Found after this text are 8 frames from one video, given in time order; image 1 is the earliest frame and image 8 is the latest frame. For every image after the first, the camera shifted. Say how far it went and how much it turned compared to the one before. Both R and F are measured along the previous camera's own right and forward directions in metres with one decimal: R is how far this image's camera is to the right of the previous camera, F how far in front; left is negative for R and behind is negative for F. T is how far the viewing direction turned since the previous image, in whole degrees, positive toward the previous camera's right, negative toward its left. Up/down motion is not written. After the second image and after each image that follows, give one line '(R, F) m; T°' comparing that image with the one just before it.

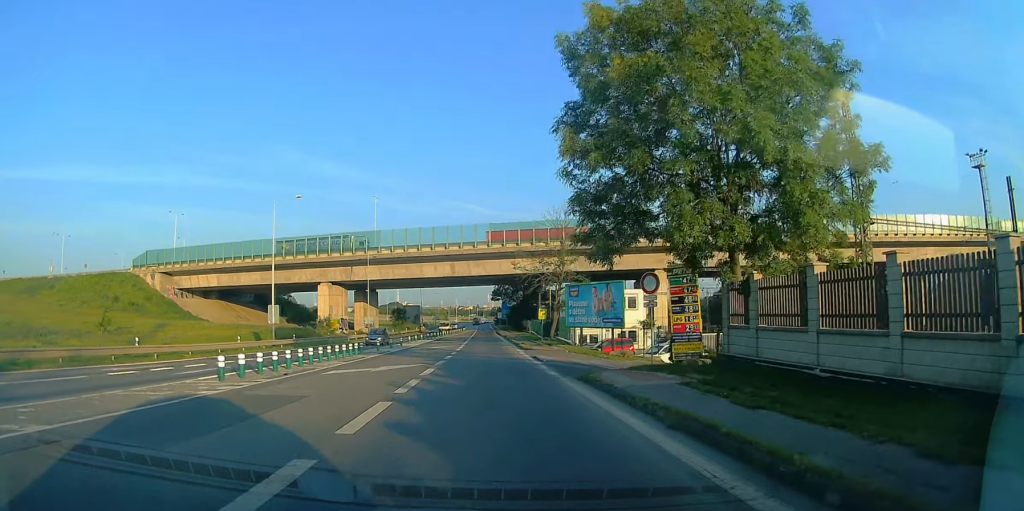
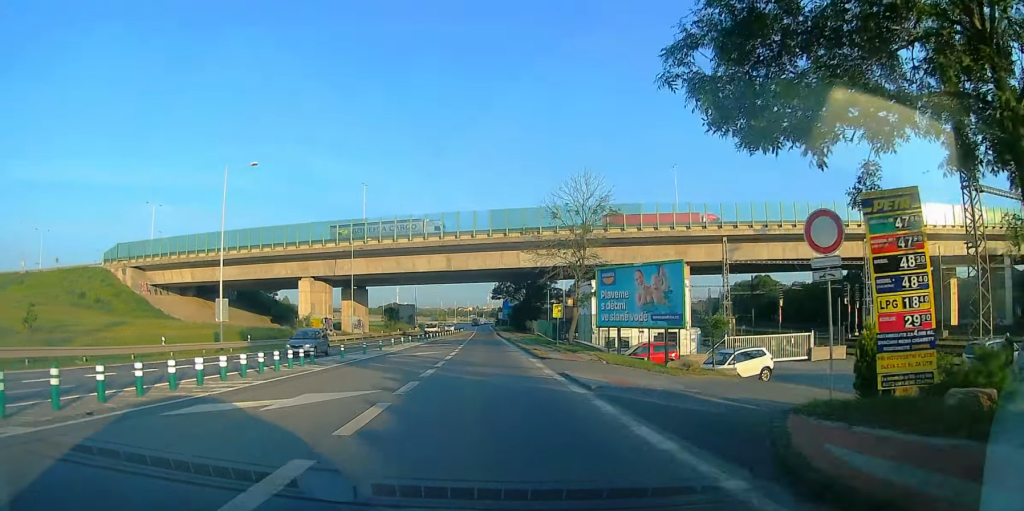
(-0.2, +10.2) m; -2°
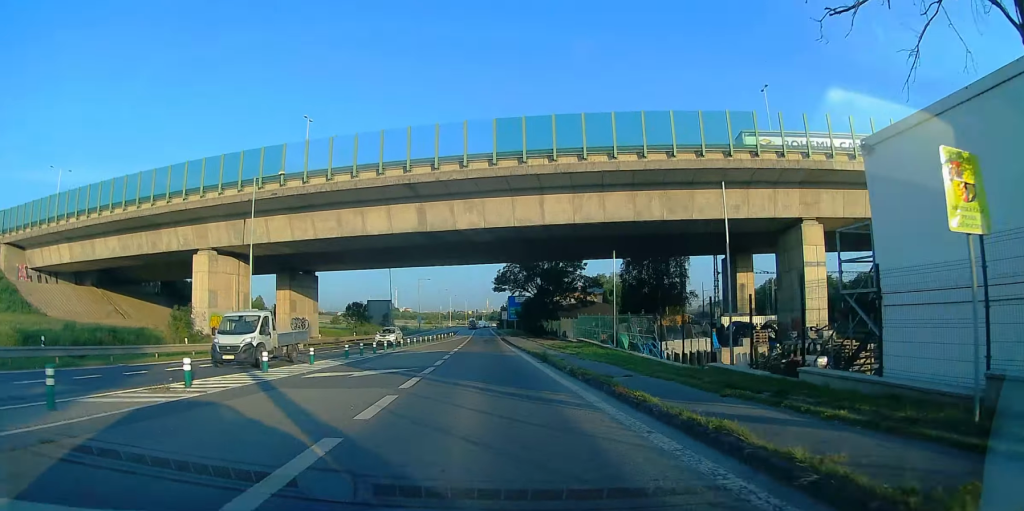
(-1.1, +33.2) m; +2°
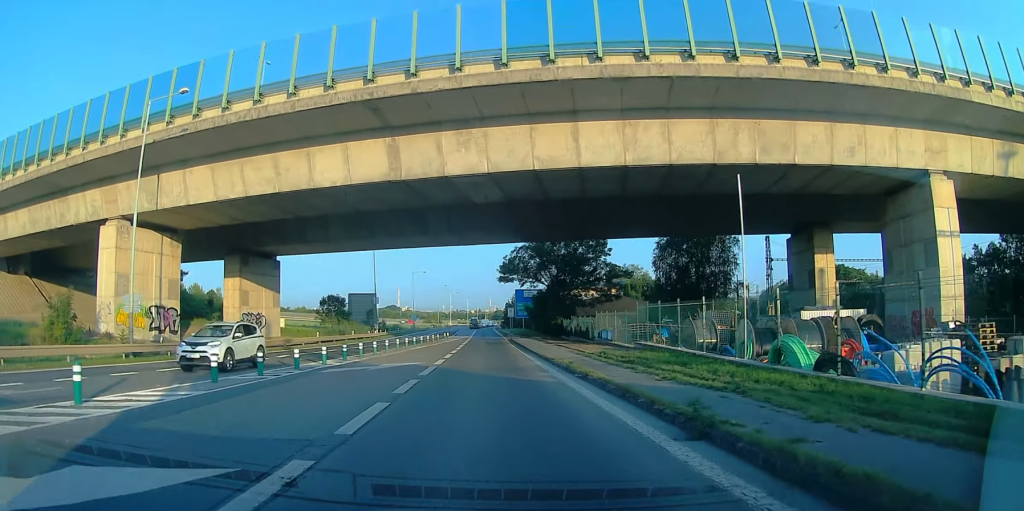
(+0.5, +15.9) m; +2°
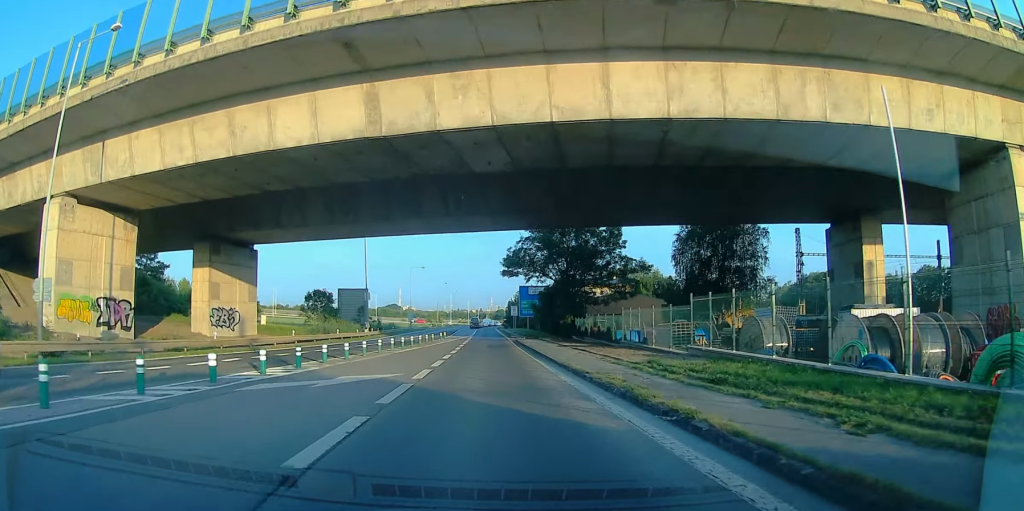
(0.0, +7.0) m; 0°
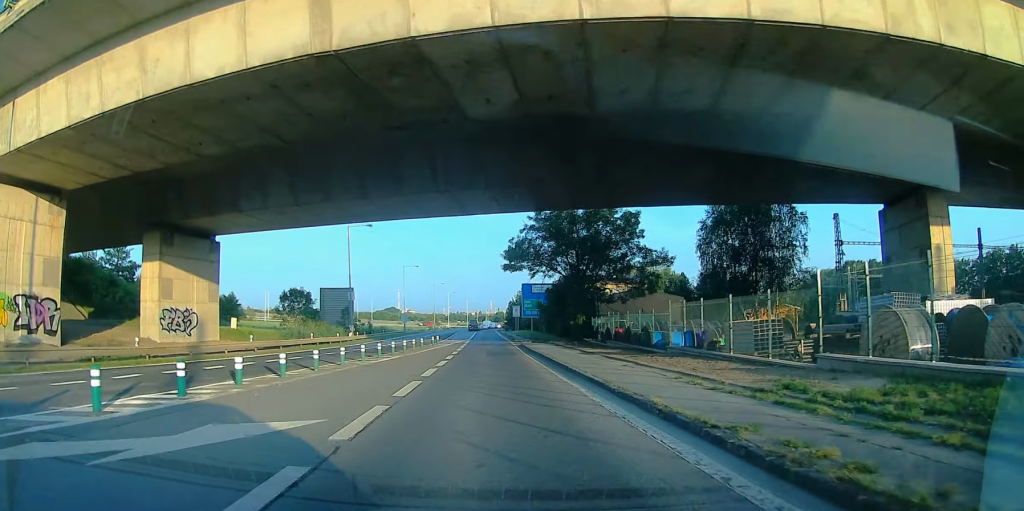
(0.0, +8.1) m; -1°
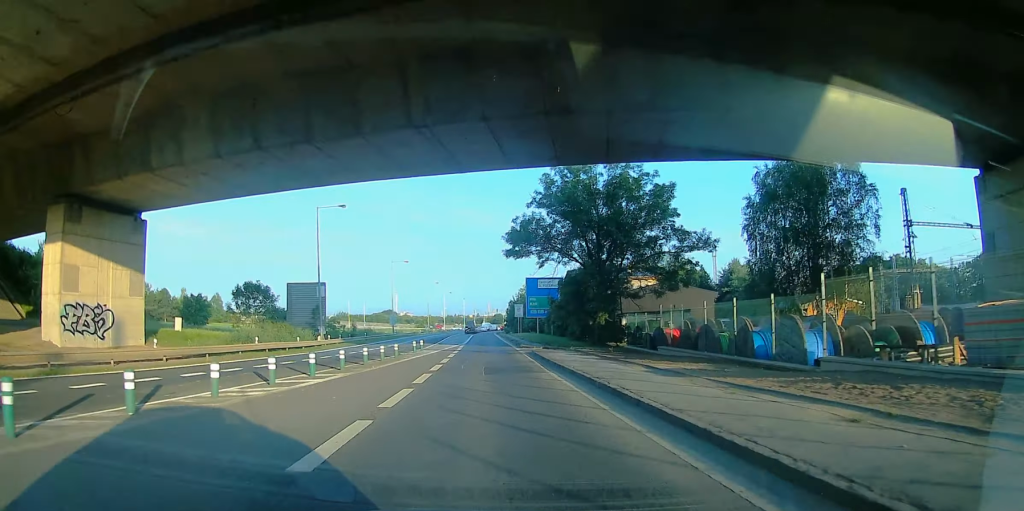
(0.0, +11.2) m; -3°
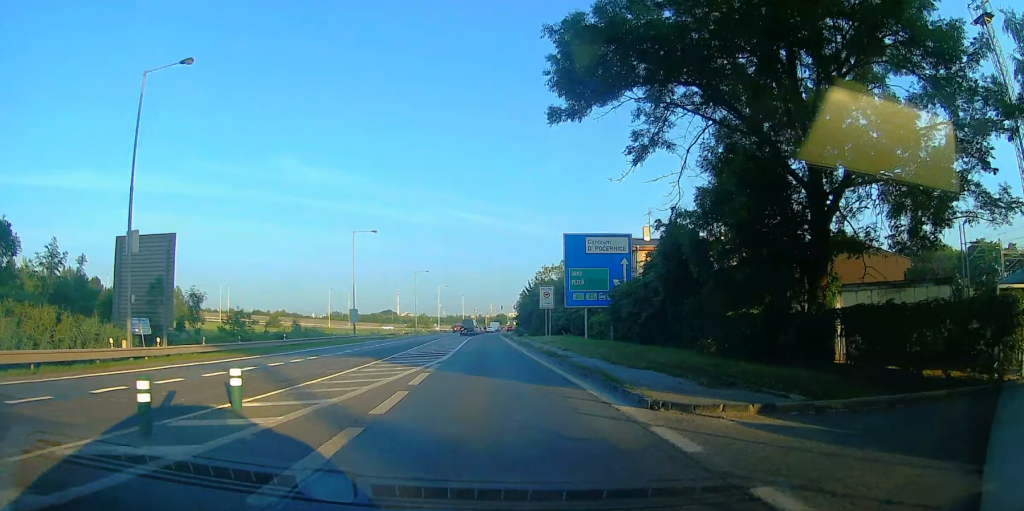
(-1.3, +29.6) m; +3°
